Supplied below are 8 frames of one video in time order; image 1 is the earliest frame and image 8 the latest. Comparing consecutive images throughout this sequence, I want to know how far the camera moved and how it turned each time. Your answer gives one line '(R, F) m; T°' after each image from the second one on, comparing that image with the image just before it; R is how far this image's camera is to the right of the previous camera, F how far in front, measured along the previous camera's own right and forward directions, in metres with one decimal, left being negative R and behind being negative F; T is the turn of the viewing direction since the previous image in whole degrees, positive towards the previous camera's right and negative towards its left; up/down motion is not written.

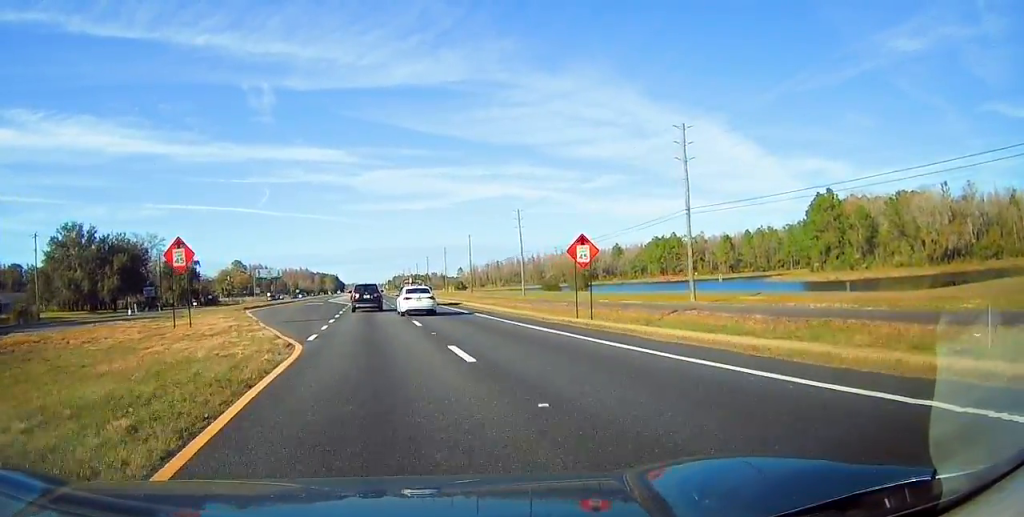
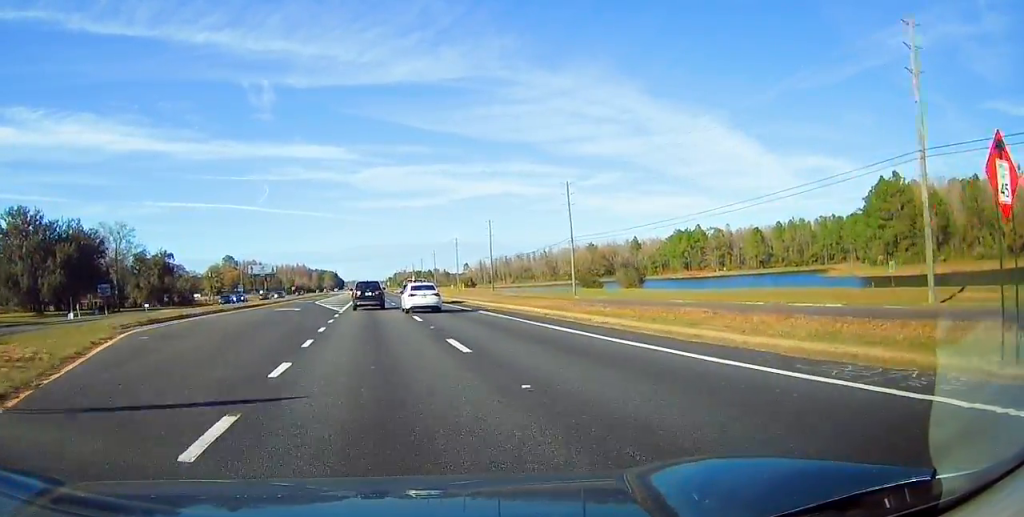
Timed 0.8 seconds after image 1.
(-0.2, +23.9) m; 0°
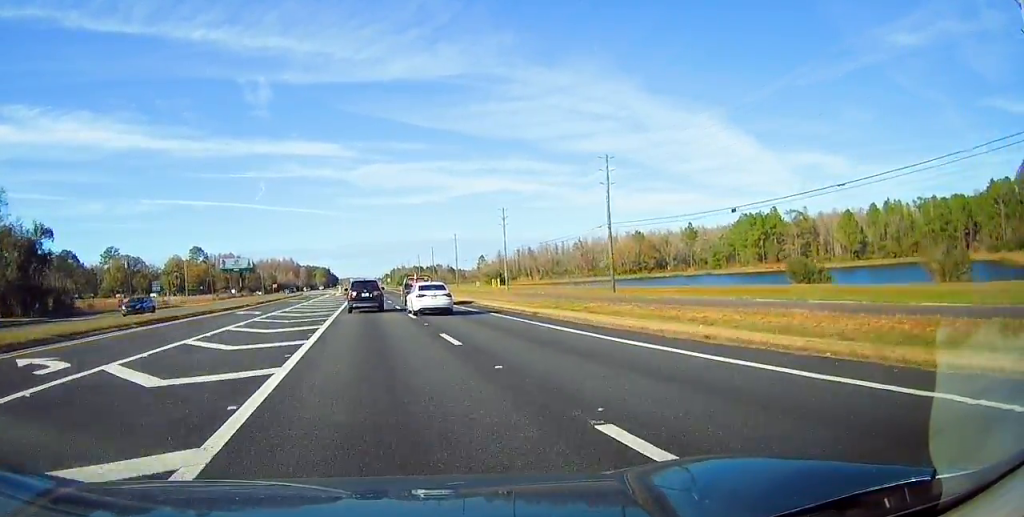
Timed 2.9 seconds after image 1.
(+1.1, +60.7) m; +1°
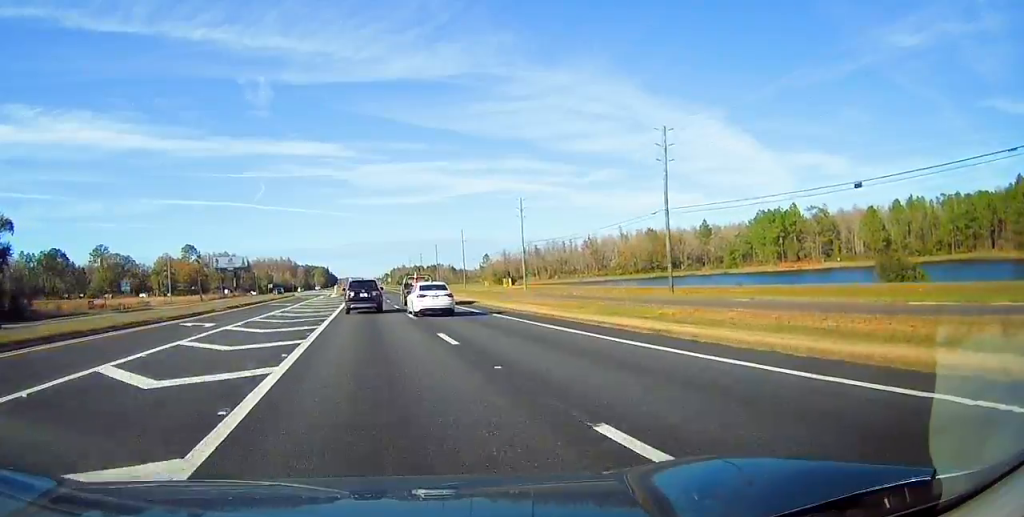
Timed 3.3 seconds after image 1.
(-0.3, +12.3) m; -1°
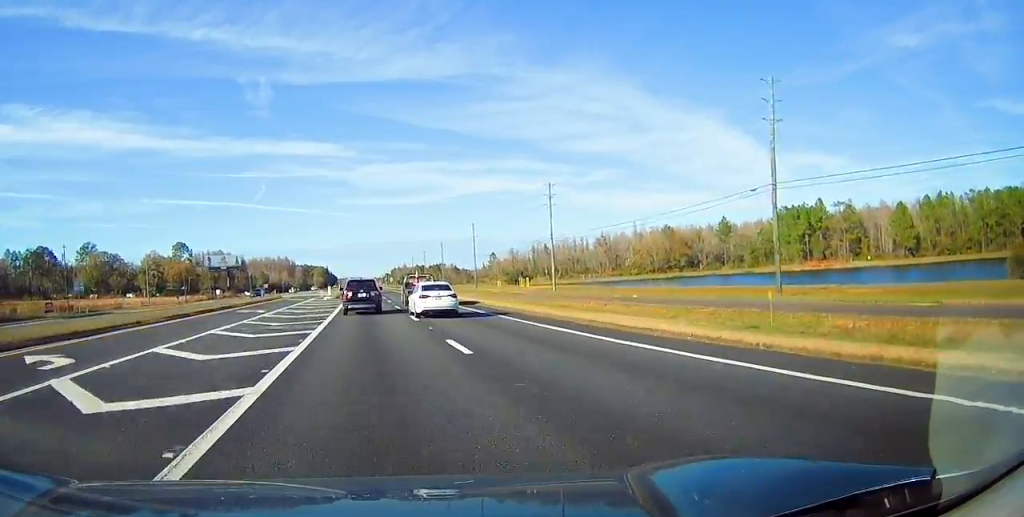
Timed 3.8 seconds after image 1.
(-0.1, +14.3) m; 0°
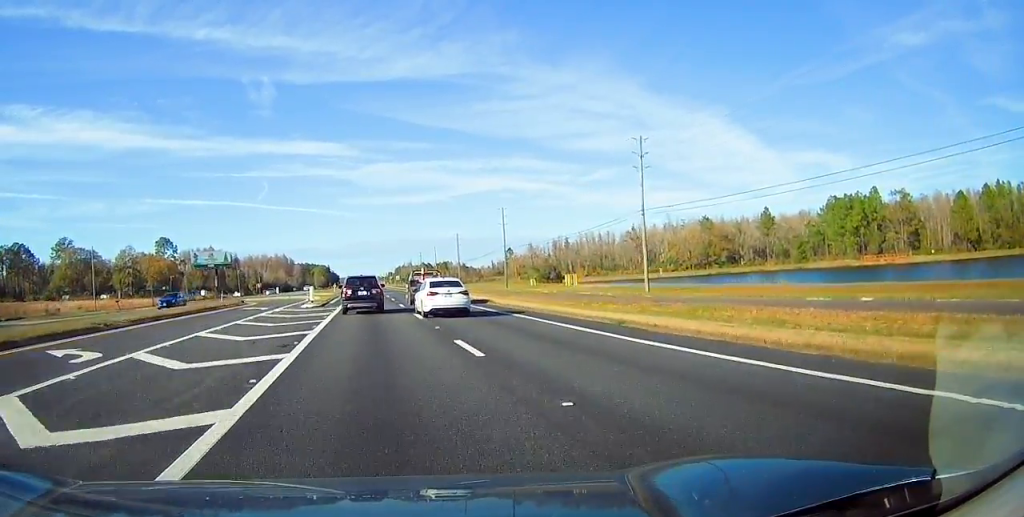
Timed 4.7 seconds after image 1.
(+0.2, +26.2) m; +1°
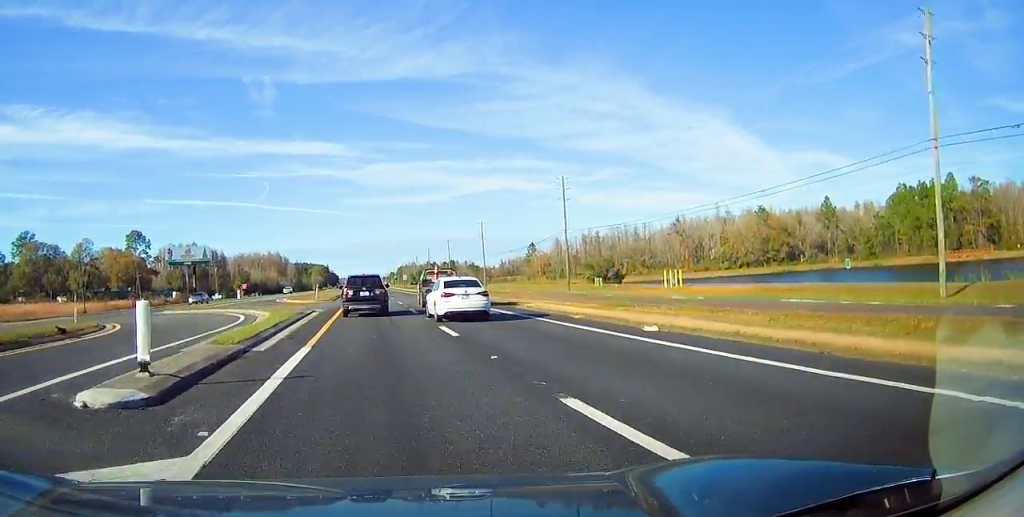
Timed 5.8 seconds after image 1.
(+0.1, +32.7) m; 0°
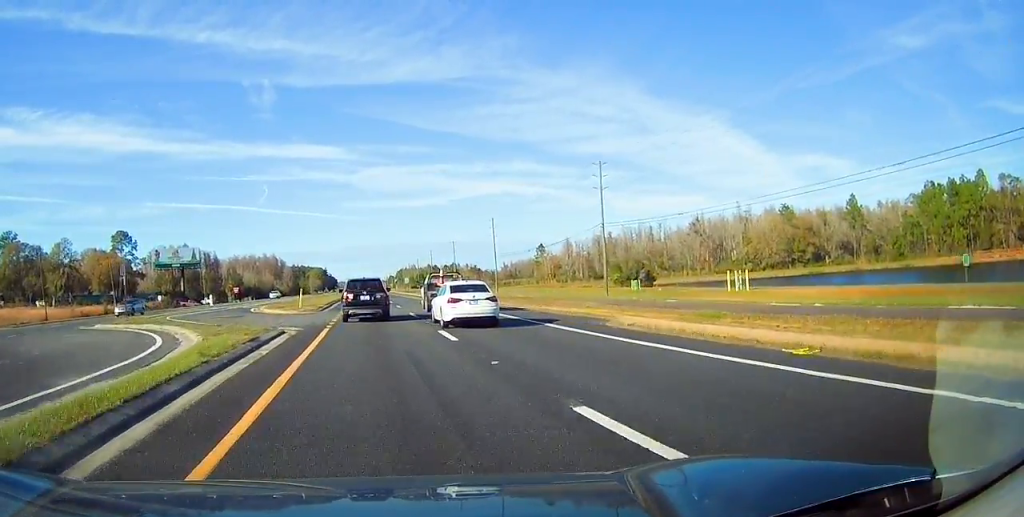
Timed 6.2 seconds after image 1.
(-0.1, +12.6) m; 0°
